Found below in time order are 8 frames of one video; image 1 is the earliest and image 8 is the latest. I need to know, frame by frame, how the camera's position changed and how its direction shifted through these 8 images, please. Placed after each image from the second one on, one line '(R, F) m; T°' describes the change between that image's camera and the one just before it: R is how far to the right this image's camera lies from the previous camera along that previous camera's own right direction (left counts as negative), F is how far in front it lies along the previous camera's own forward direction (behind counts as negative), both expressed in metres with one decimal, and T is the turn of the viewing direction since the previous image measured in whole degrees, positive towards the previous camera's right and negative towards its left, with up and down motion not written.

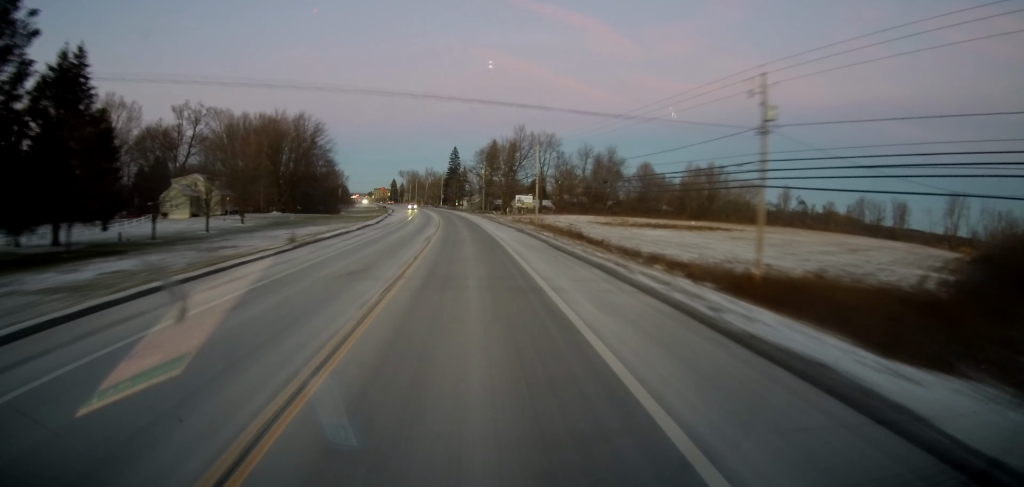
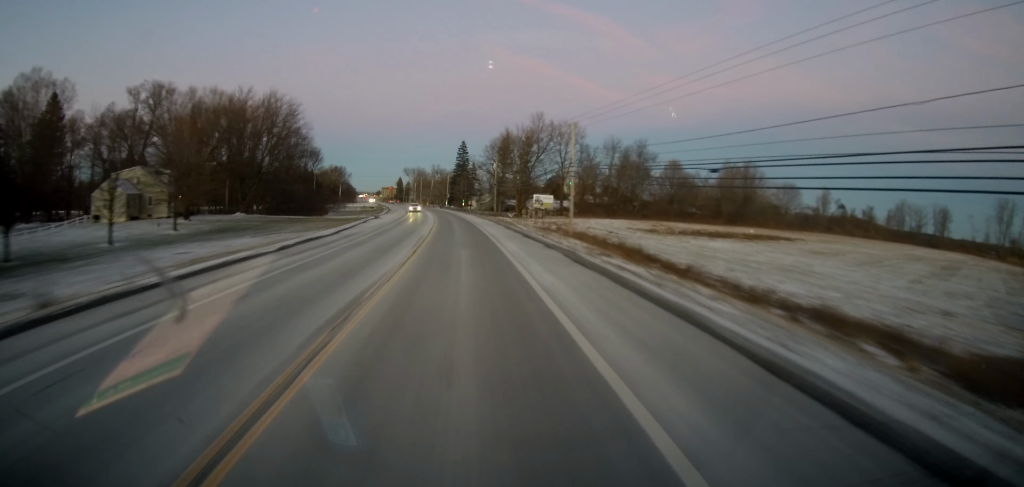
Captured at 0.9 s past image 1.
(-0.3, +19.8) m; -1°
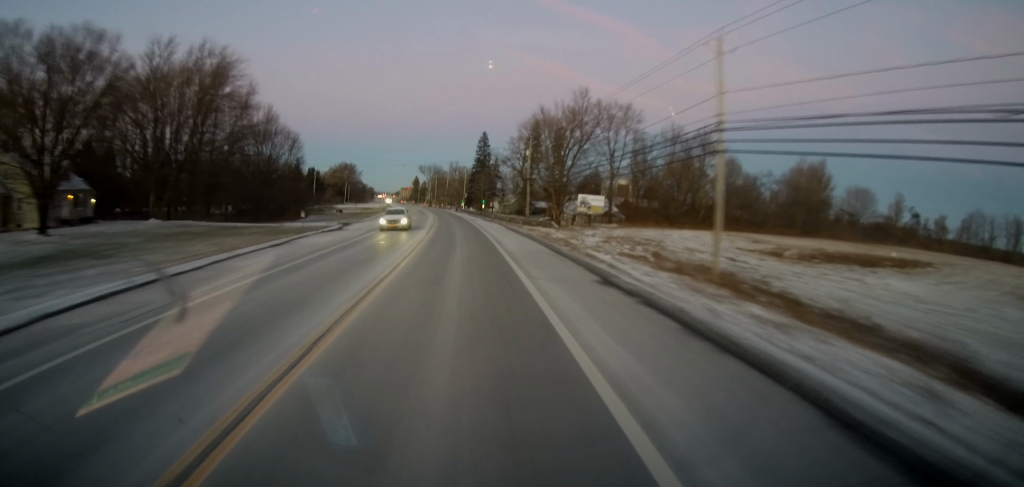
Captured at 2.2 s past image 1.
(-0.2, +27.9) m; -1°
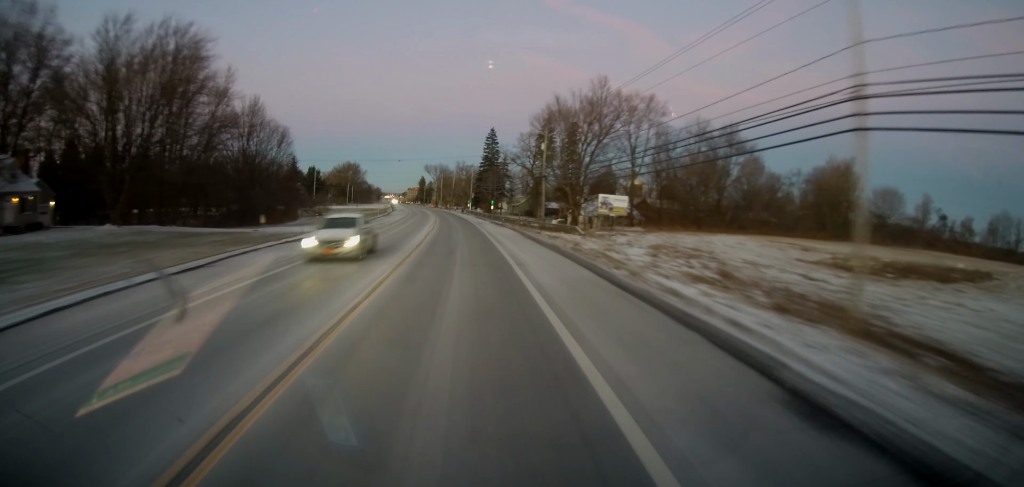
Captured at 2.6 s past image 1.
(-0.1, +8.8) m; -1°
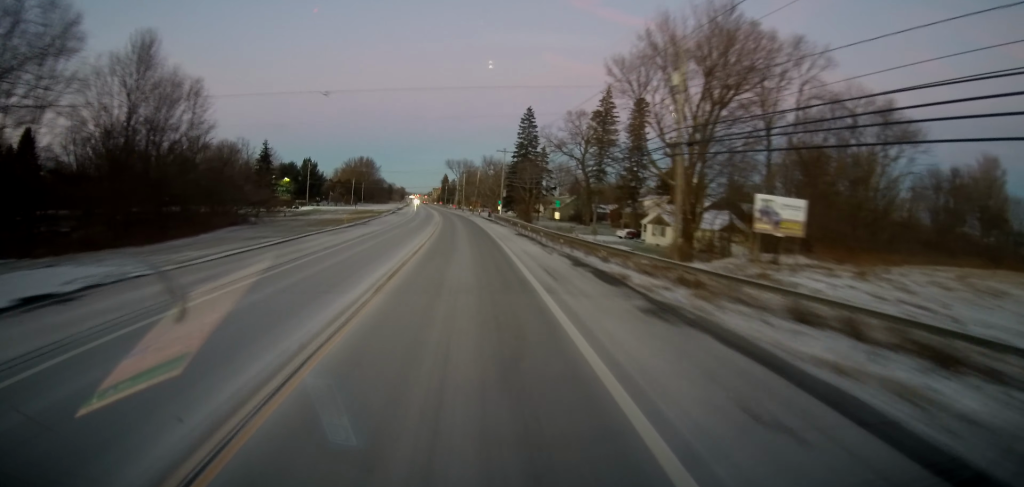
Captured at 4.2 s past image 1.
(-1.8, +35.5) m; -5°
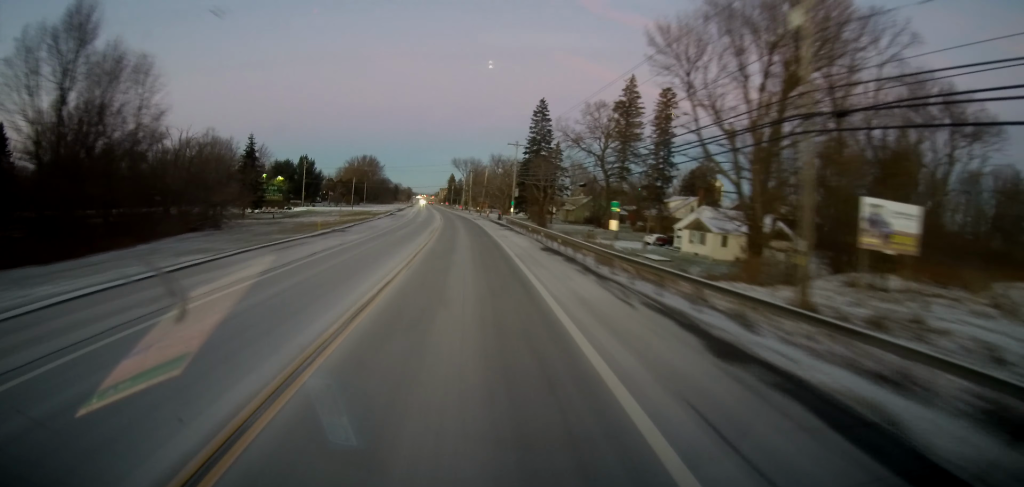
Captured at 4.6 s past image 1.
(0.0, +10.5) m; 0°
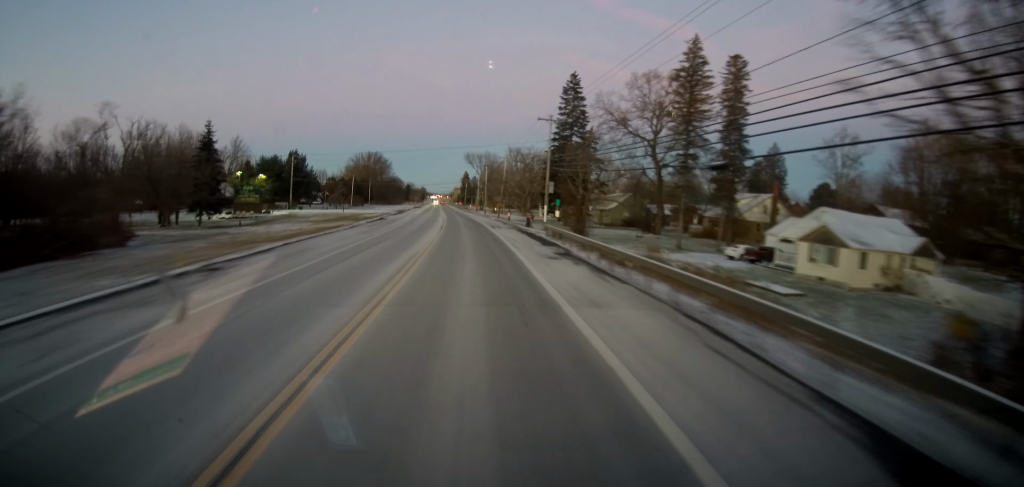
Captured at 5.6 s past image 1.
(0.0, +21.1) m; 0°
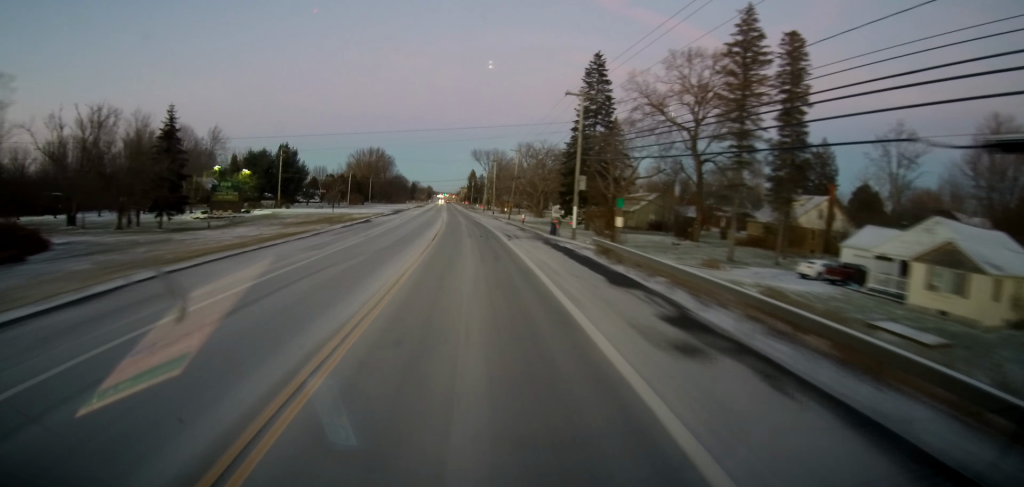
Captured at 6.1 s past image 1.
(0.0, +12.1) m; 0°
